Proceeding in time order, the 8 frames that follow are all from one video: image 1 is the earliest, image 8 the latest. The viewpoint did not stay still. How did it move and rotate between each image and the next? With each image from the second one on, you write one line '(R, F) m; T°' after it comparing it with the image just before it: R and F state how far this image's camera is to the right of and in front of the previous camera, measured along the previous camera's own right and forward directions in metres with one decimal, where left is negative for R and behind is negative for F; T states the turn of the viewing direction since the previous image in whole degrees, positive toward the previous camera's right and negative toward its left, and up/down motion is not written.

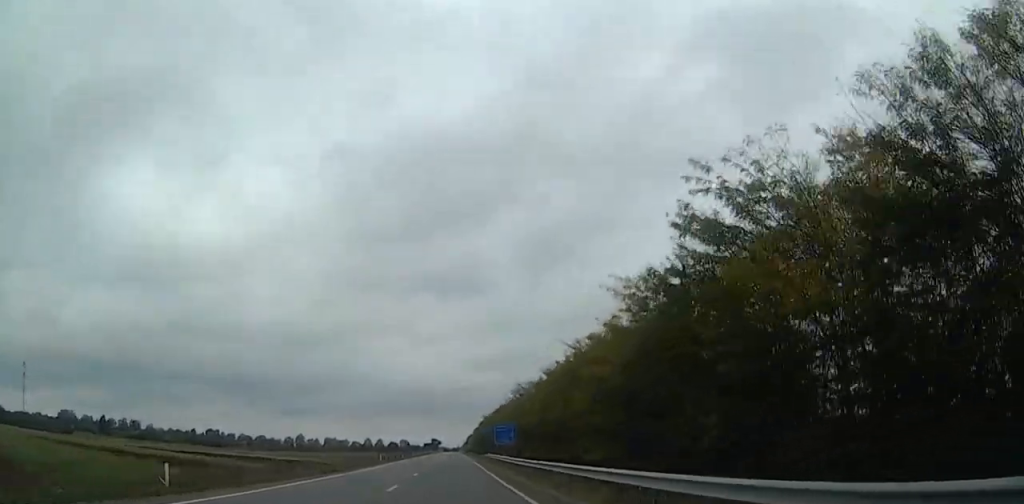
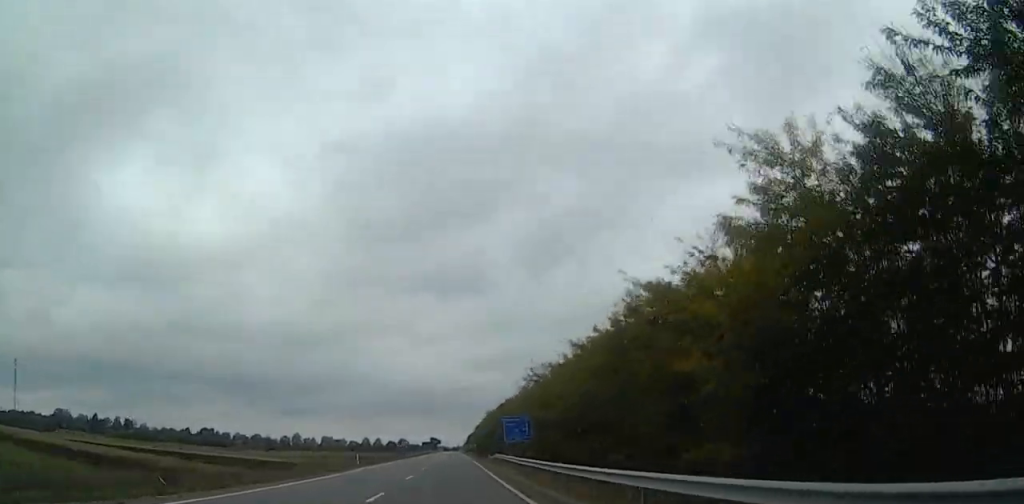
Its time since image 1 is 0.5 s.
(0.0, +13.5) m; 0°
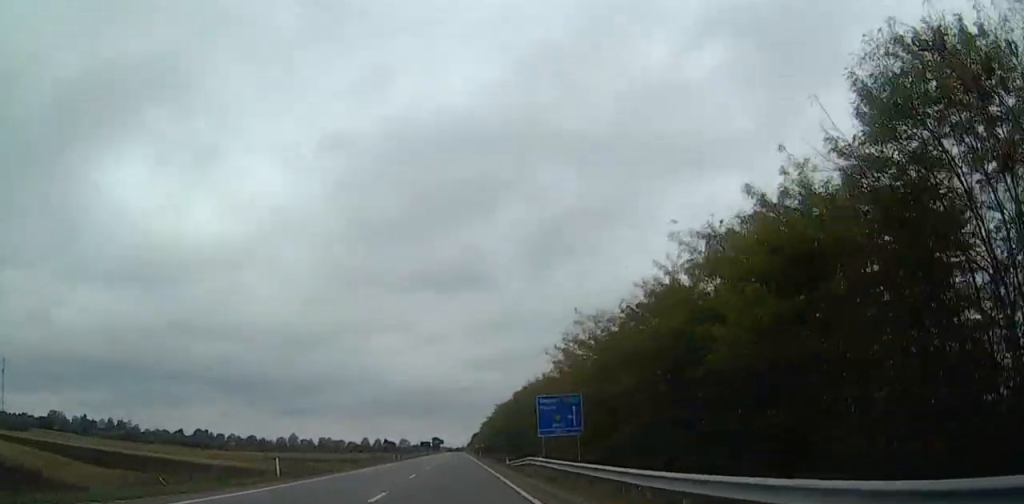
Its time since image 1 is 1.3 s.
(0.0, +22.1) m; 0°
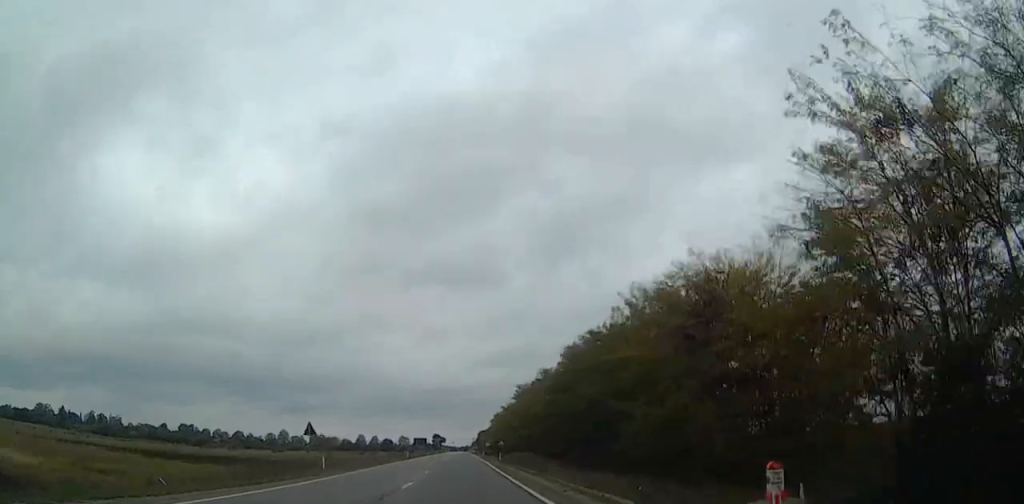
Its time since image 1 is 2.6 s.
(-0.1, +47.1) m; 0°
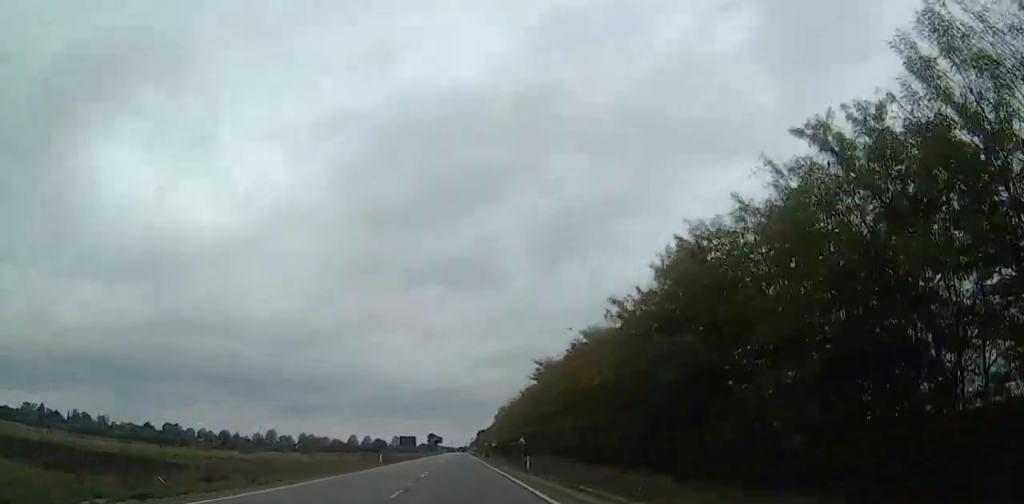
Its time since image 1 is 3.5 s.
(-0.1, +31.1) m; 0°
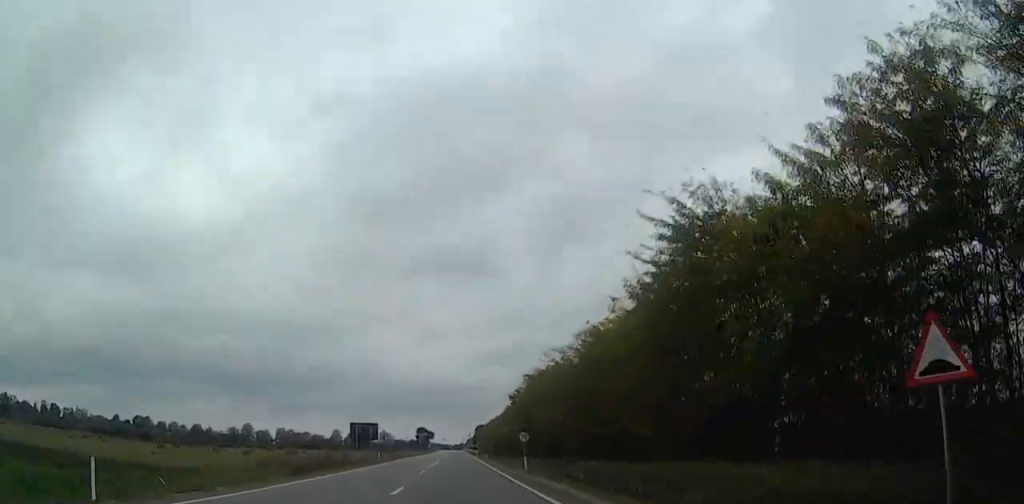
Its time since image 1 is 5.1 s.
(+0.2, +50.6) m; 0°
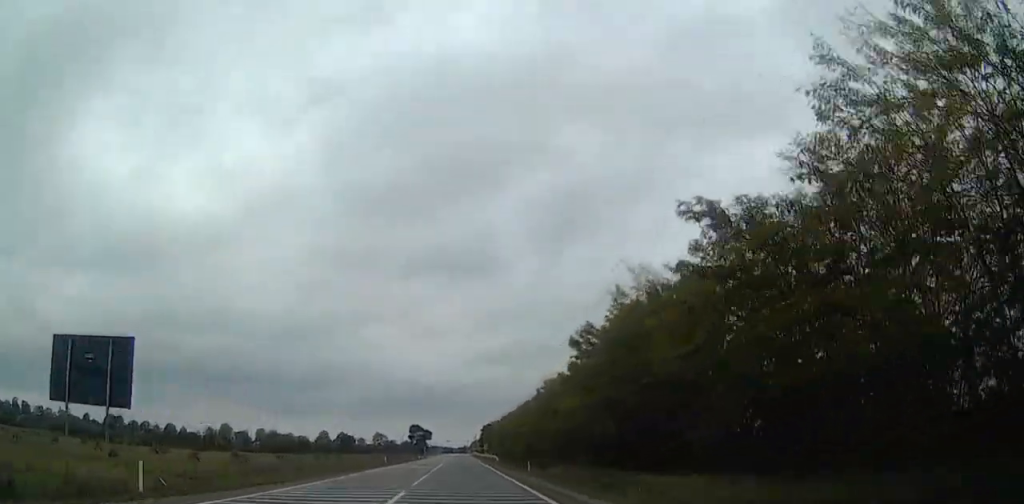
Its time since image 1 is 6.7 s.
(0.0, +48.5) m; 0°
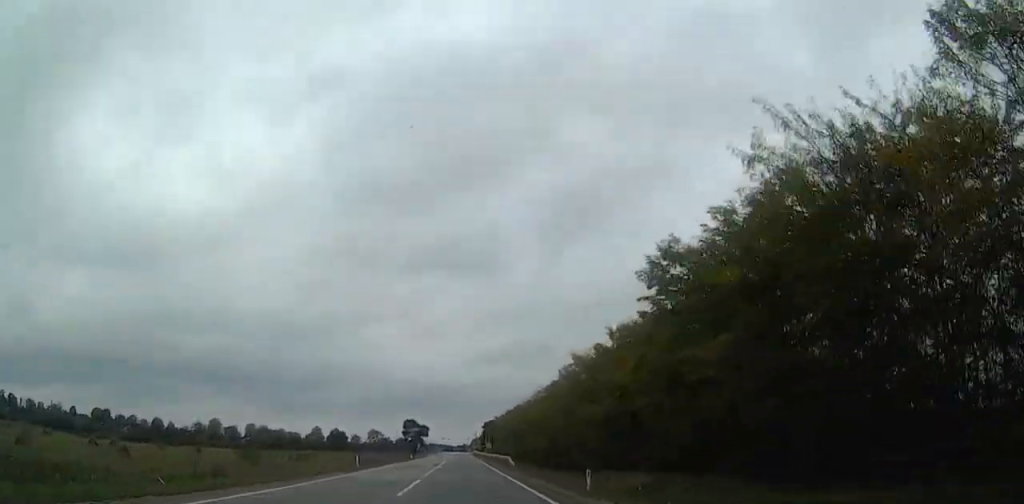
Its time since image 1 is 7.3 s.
(-0.1, +17.6) m; 0°
